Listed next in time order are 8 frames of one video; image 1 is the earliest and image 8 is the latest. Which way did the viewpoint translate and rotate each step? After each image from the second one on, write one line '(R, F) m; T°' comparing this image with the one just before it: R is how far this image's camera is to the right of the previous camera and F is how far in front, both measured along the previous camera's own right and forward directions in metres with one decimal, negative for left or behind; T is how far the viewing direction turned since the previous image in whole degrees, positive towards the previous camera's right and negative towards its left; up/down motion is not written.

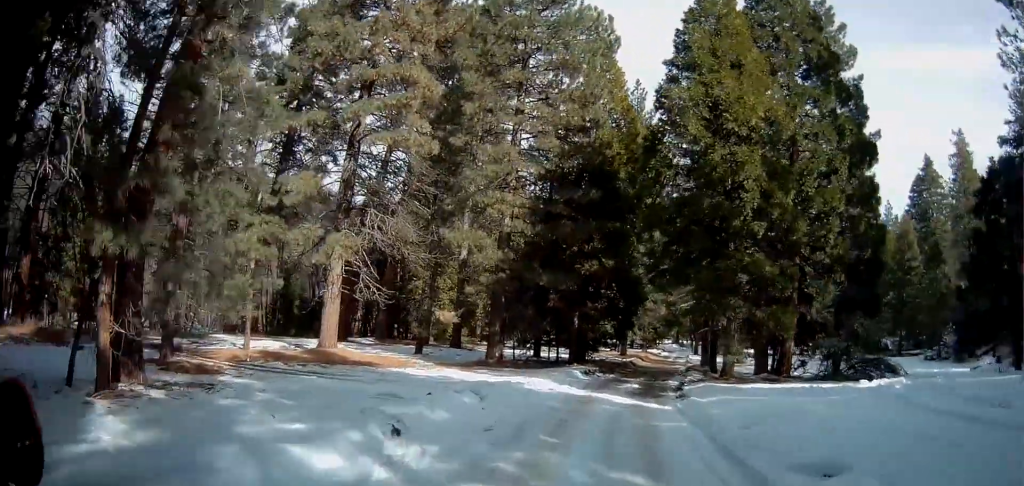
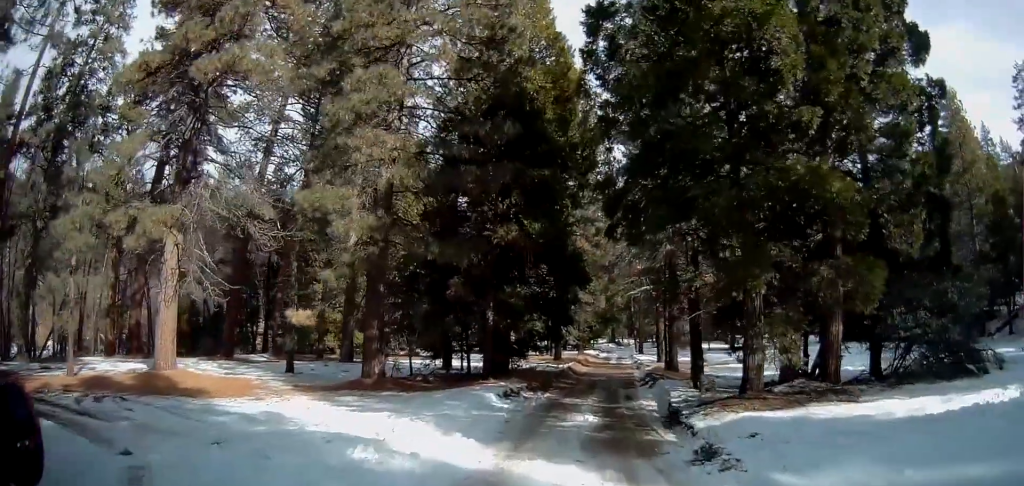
(-1.0, +13.2) m; -4°
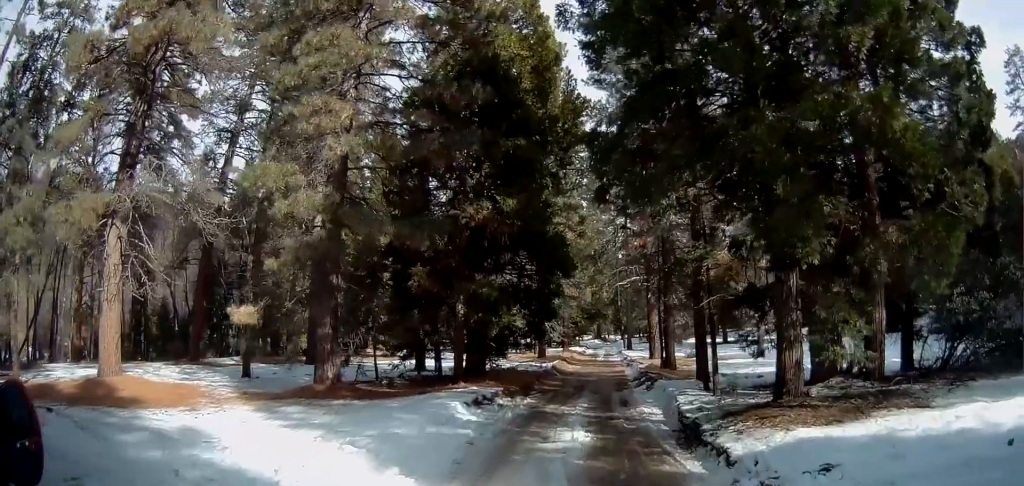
(+0.2, +4.0) m; +4°
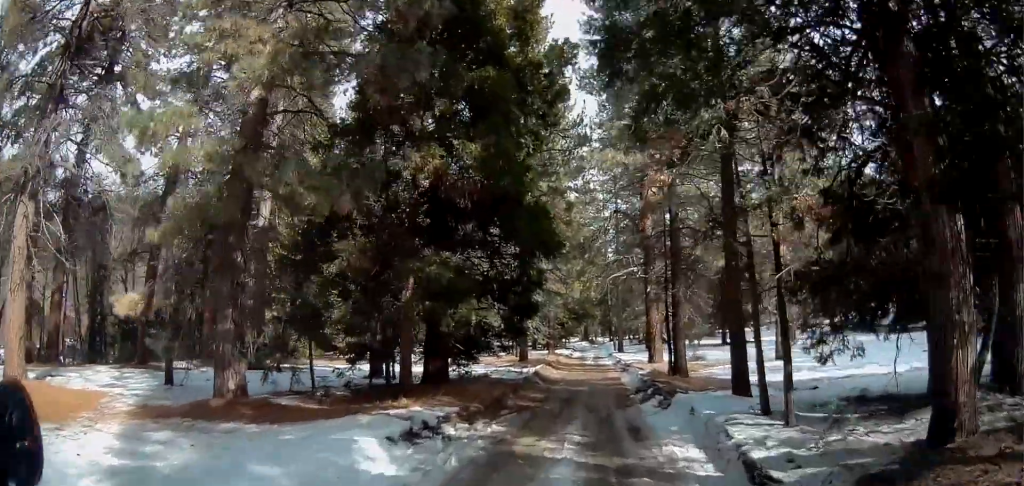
(+0.6, +6.5) m; +6°
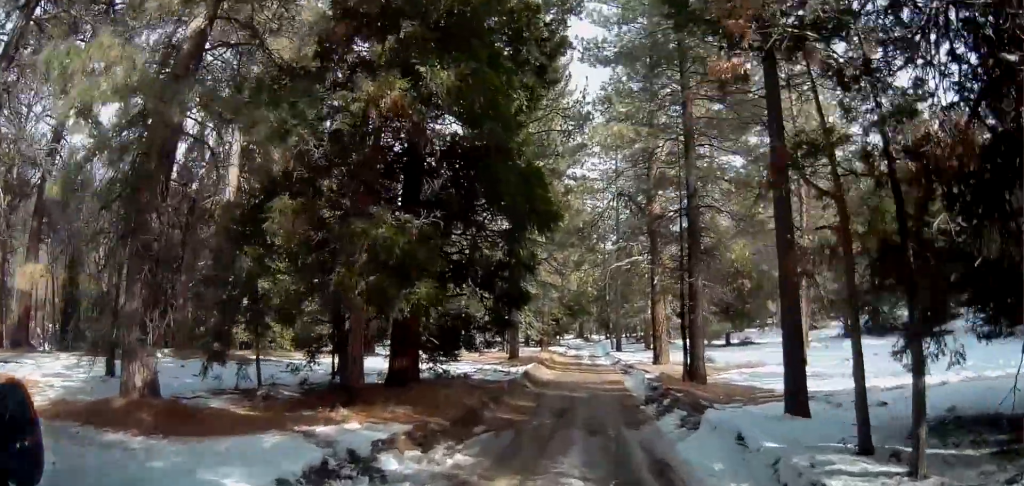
(0.0, +4.0) m; +1°
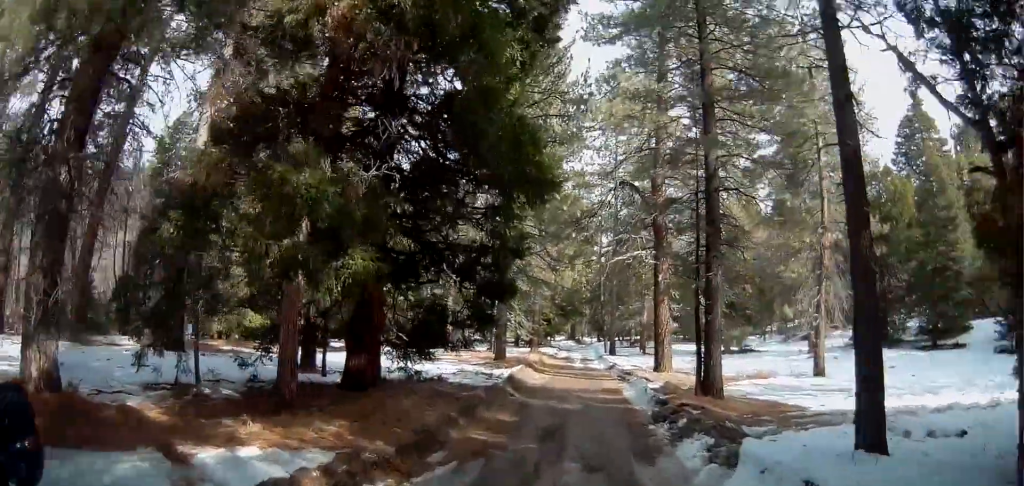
(+0.1, +3.1) m; -1°
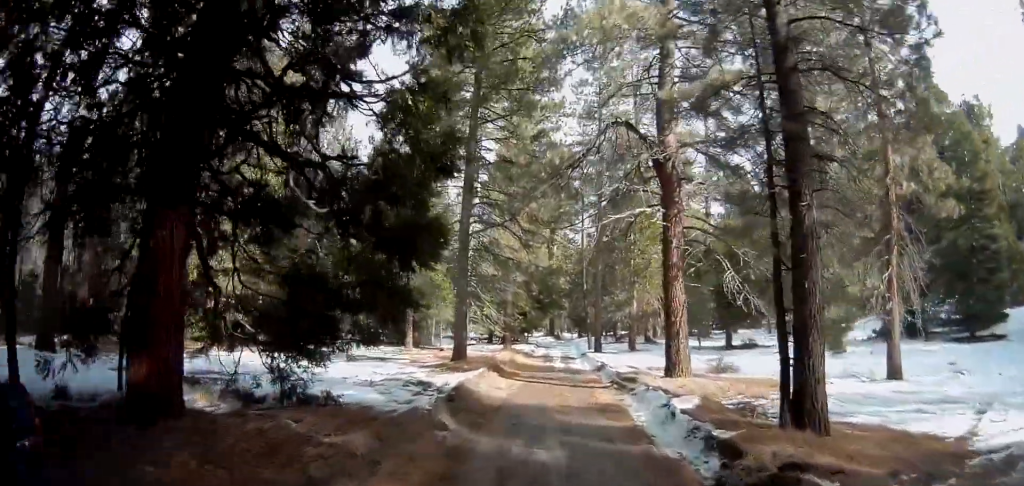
(-0.4, +7.5) m; -7°
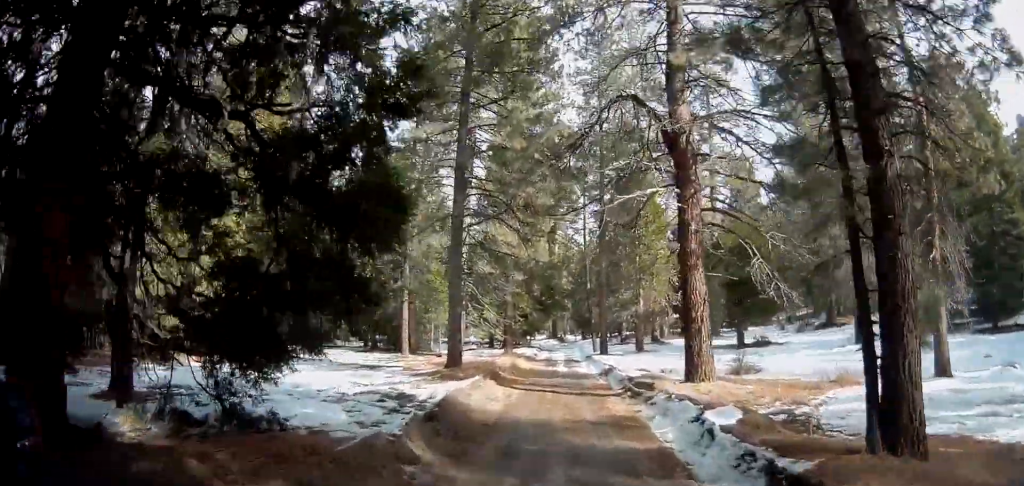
(0.0, +2.3) m; -4°
